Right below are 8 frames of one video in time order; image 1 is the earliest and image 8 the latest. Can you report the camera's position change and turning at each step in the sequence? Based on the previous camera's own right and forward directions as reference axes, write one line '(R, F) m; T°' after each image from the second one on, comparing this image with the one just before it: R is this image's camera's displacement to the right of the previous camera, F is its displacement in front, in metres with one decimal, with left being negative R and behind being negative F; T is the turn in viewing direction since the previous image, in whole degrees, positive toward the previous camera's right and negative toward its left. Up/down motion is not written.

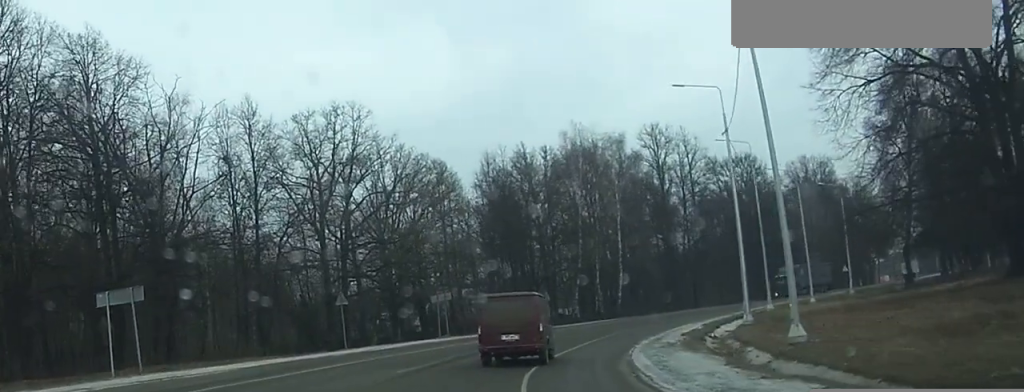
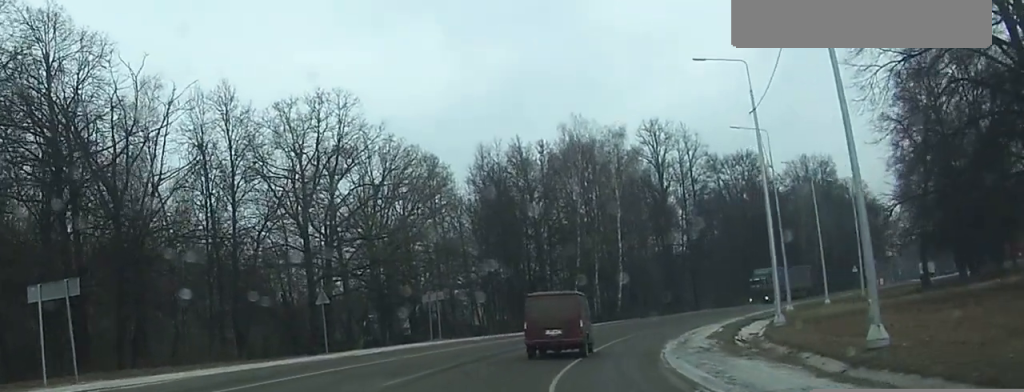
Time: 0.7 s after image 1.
(0.0, +4.6) m; 0°
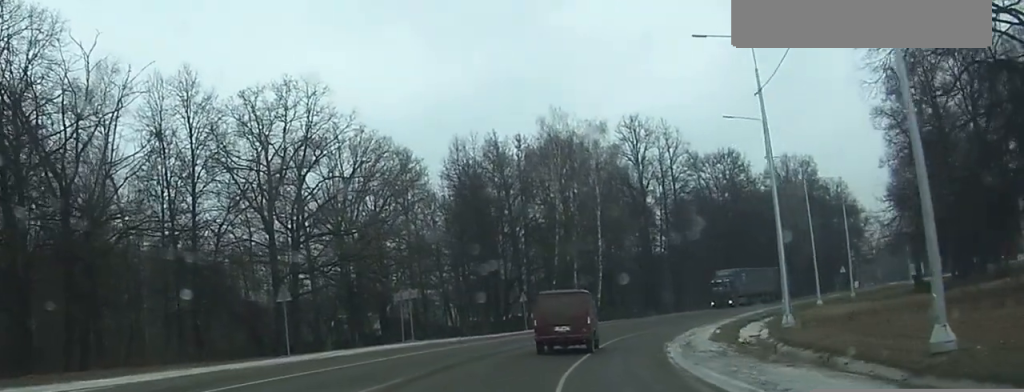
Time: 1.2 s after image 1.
(0.0, +3.7) m; +1°
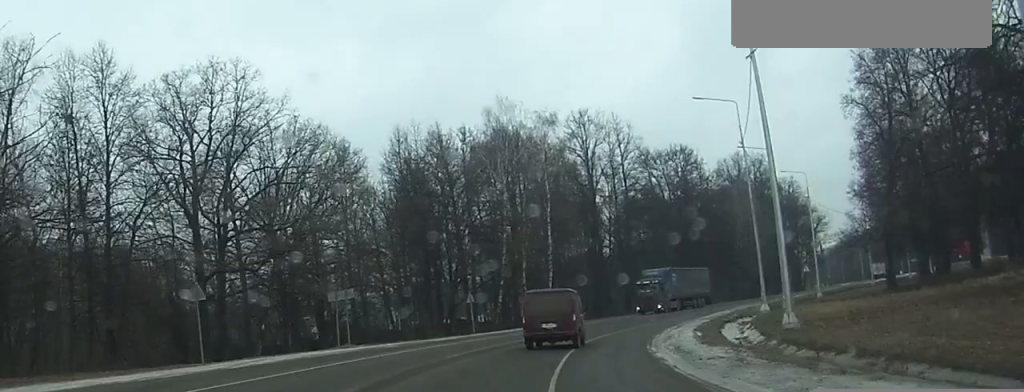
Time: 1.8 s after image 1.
(0.0, +5.1) m; +2°
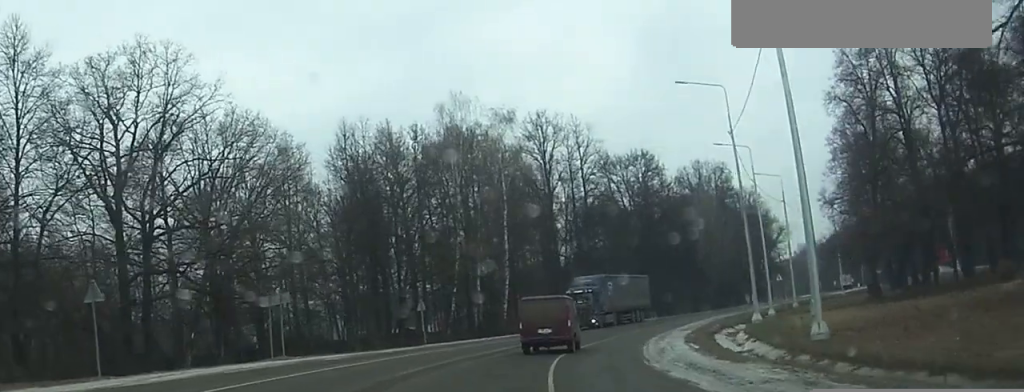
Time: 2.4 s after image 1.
(+0.2, +5.7) m; +3°
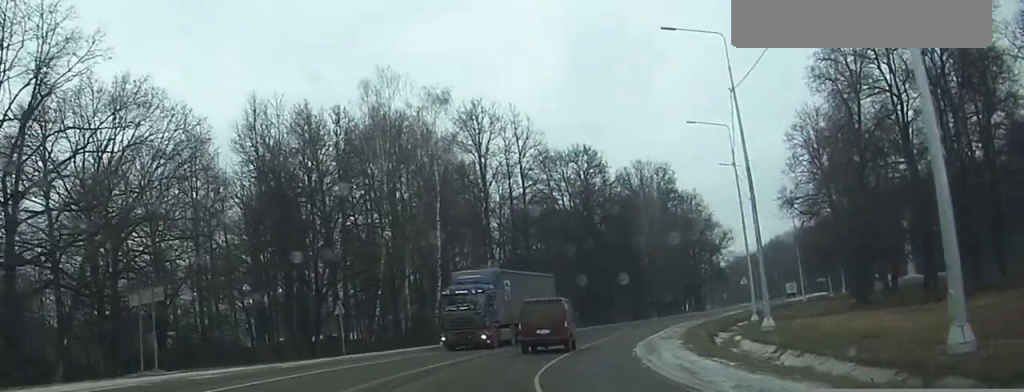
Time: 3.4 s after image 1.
(+0.3, +9.4) m; +6°
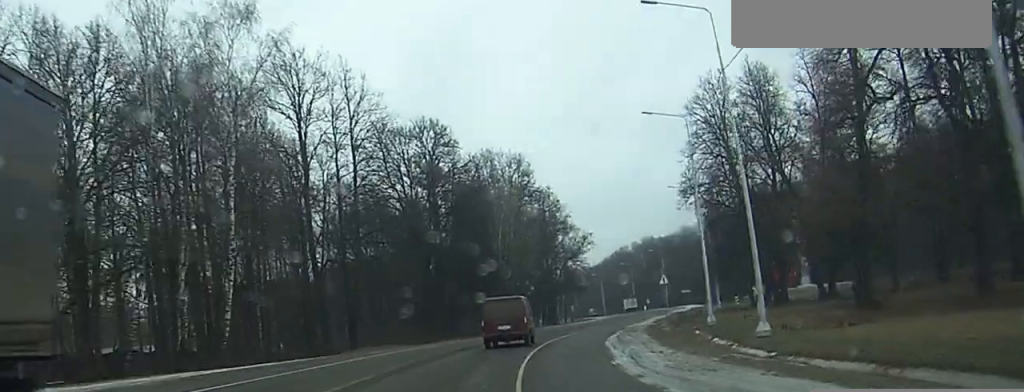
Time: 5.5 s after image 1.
(+2.3, +23.1) m; +10°
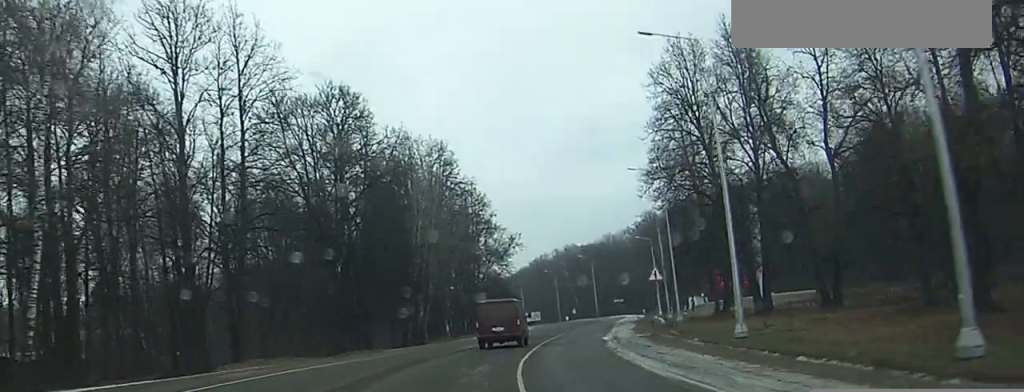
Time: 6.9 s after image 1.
(0.0, +17.1) m; -4°
